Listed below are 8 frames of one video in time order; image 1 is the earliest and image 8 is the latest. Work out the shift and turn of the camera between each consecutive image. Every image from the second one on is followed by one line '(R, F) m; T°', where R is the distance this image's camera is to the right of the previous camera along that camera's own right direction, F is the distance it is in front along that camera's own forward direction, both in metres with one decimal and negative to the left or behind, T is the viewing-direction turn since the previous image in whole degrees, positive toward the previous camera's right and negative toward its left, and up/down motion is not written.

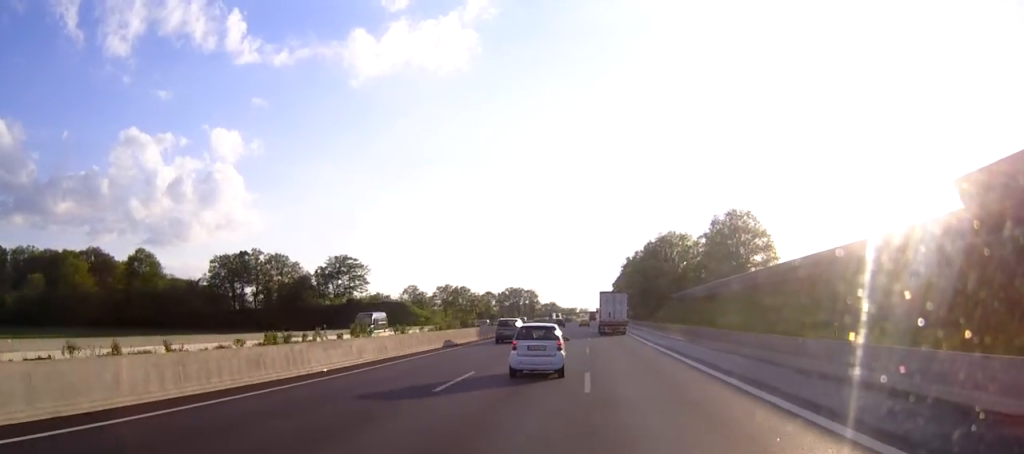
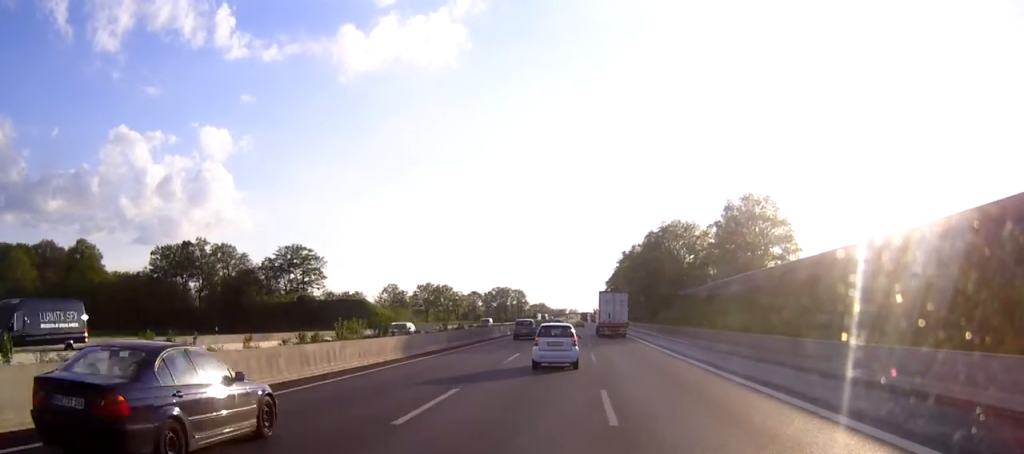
(+0.1, +23.2) m; +1°
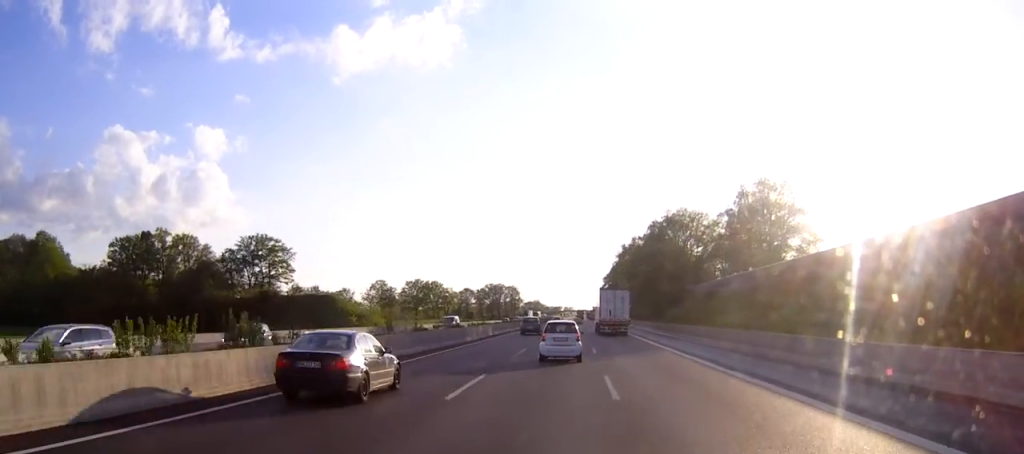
(+0.1, +14.5) m; 0°
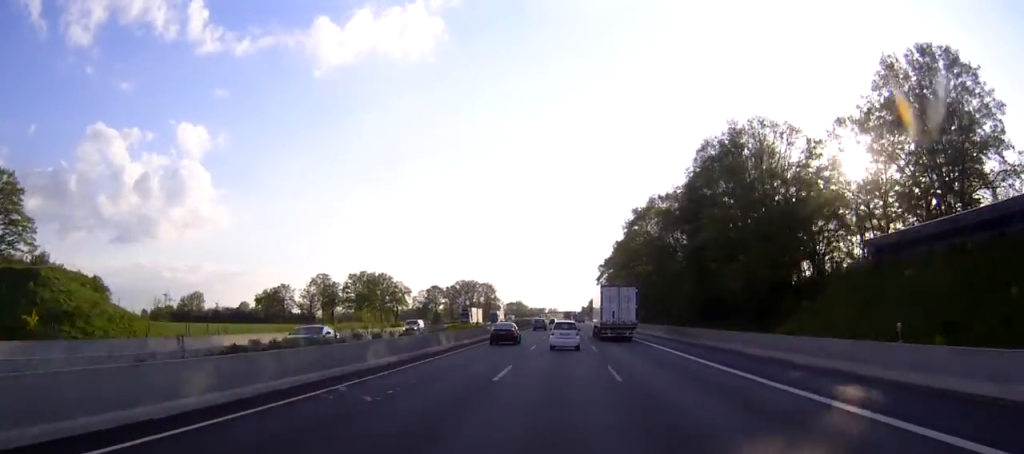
(+0.5, +66.6) m; +1°
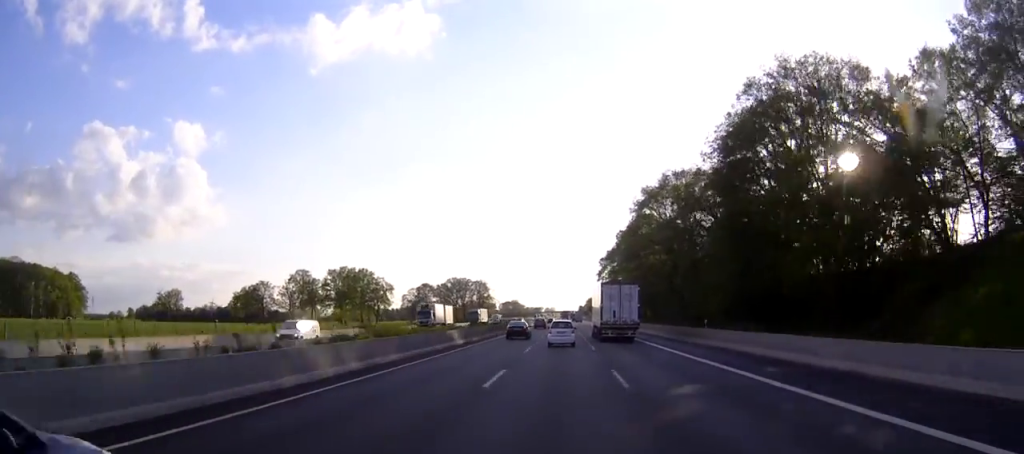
(0.0, +20.3) m; 0°
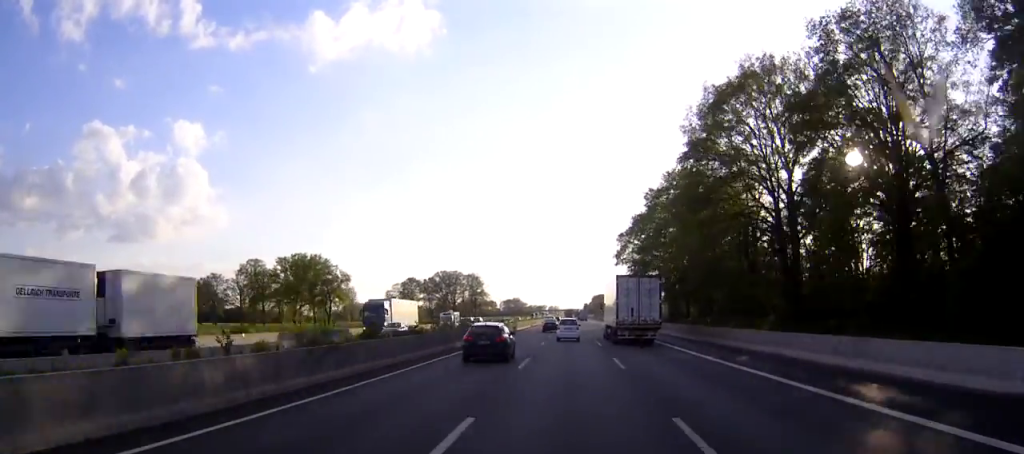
(0.0, +47.6) m; 0°
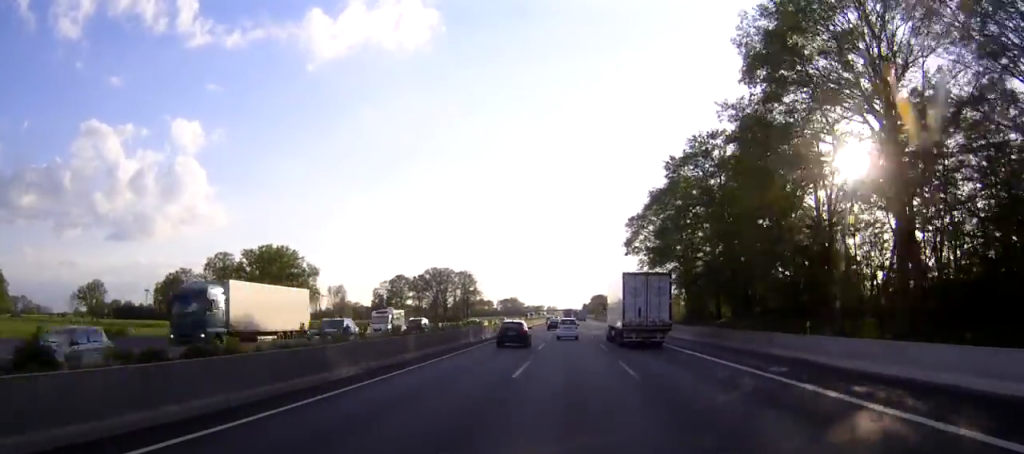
(0.0, +21.5) m; 0°
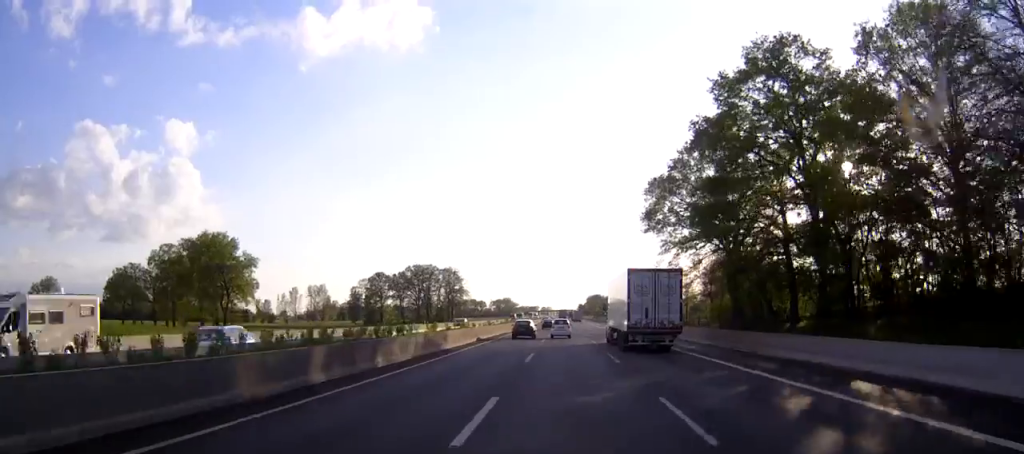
(+0.1, +29.3) m; 0°
